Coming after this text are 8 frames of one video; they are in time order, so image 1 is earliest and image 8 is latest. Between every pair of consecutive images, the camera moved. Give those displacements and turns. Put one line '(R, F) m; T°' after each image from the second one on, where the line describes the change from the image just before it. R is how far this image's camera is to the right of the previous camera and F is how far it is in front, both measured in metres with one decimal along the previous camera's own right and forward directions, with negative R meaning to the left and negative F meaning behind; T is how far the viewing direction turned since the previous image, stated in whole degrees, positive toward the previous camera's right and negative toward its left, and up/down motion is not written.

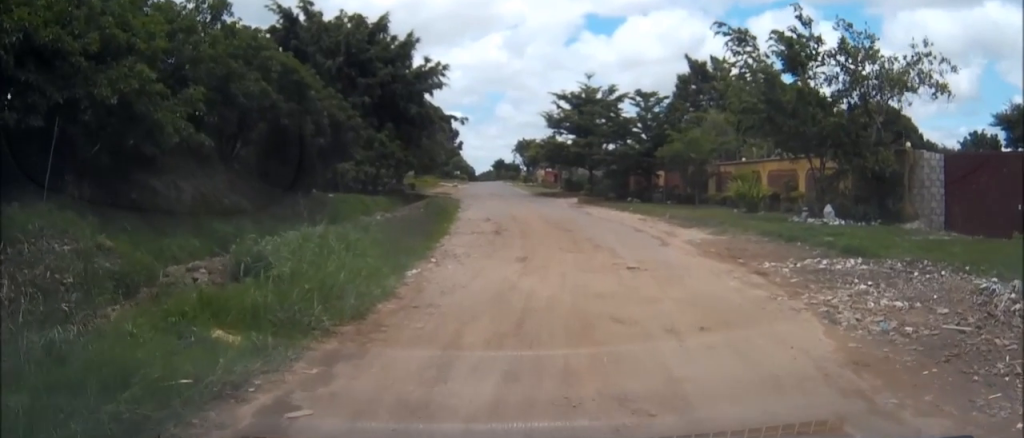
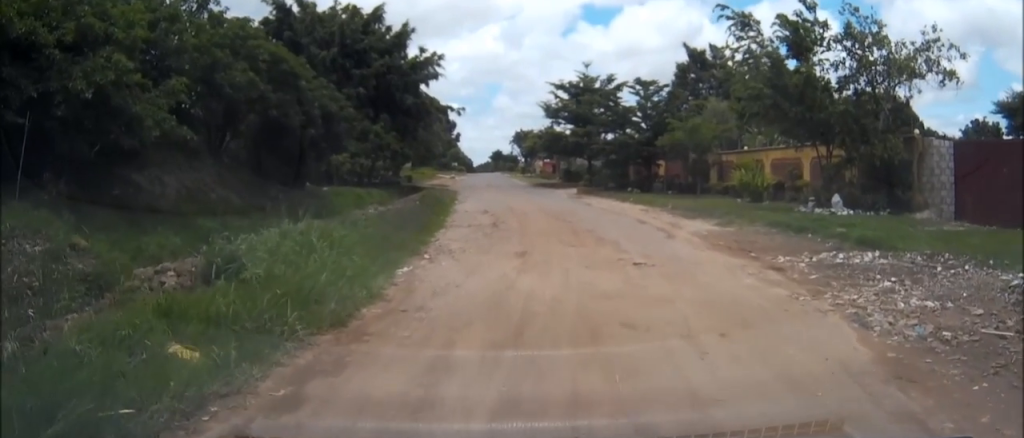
(0.0, +0.8) m; -1°
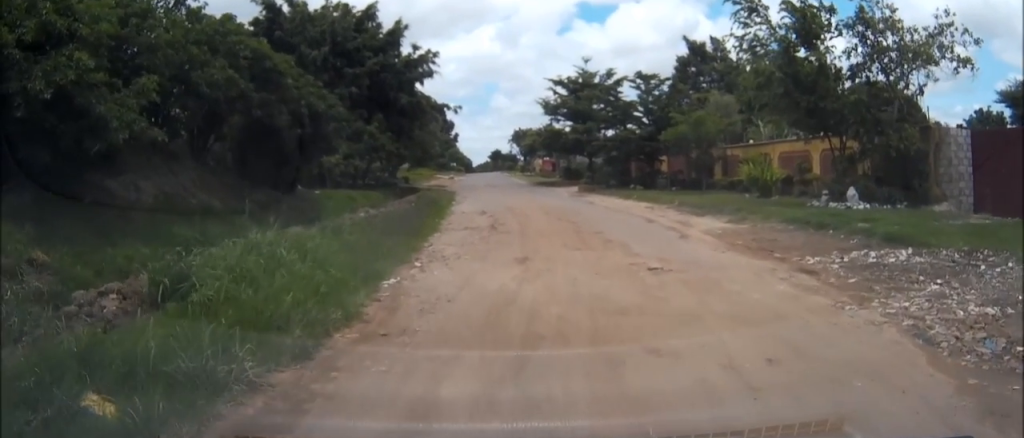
(0.0, +1.1) m; -2°
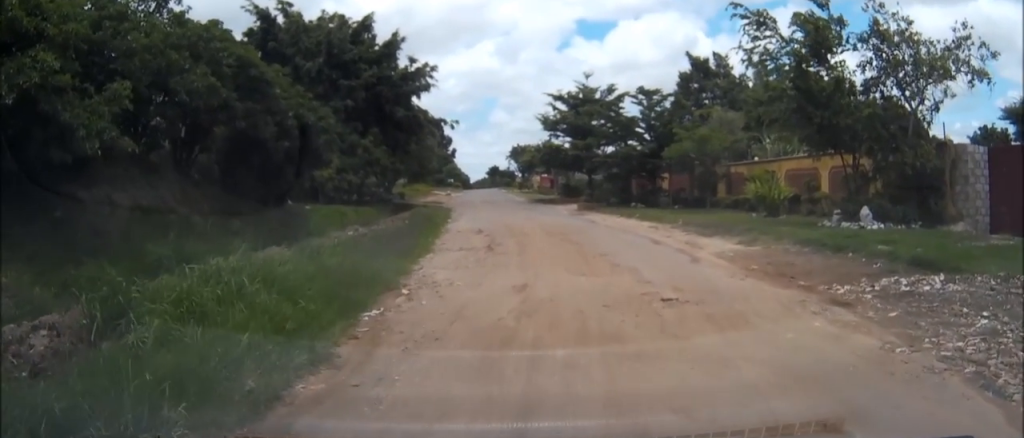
(0.0, +1.1) m; +1°
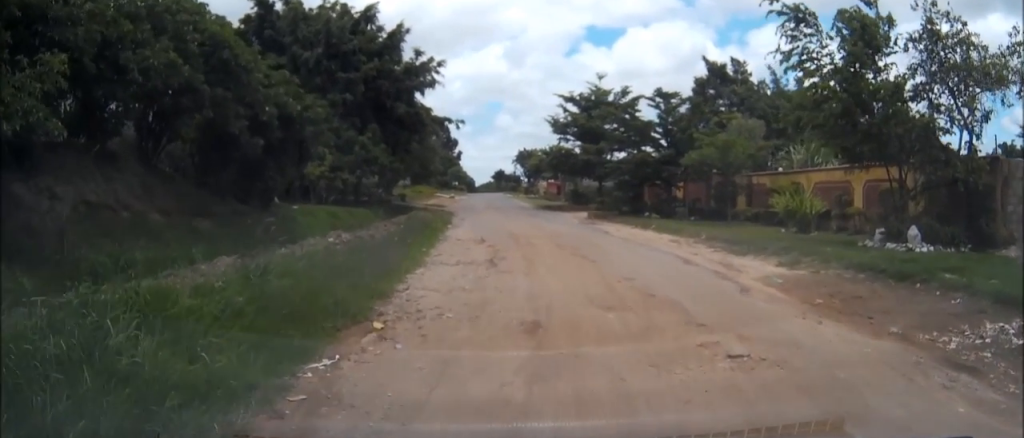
(+0.1, +2.5) m; +4°
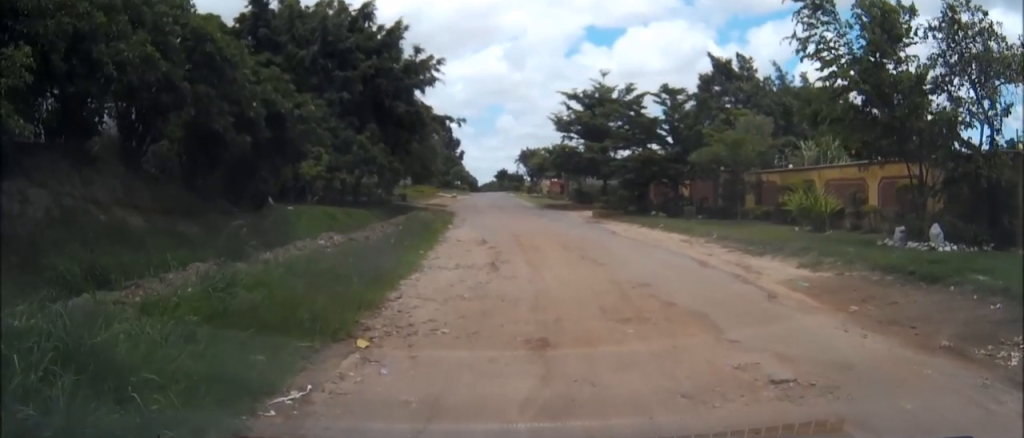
(0.0, +1.0) m; +2°
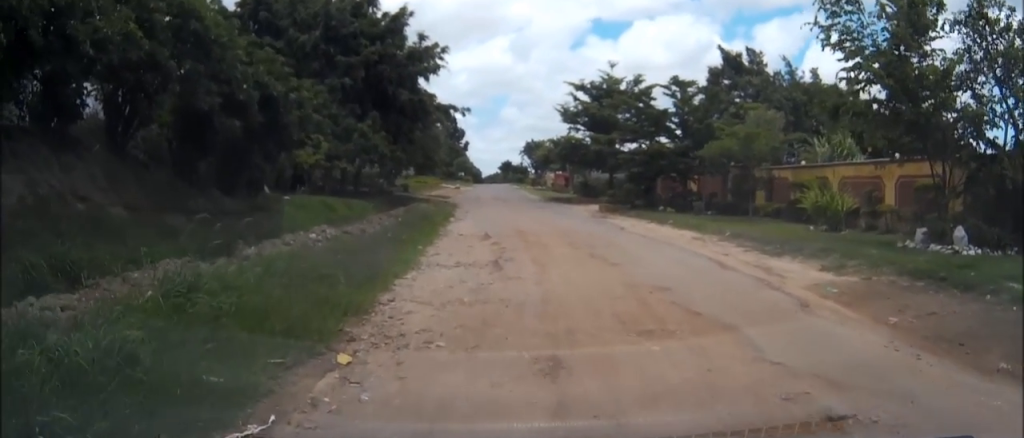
(0.0, +0.9) m; +1°
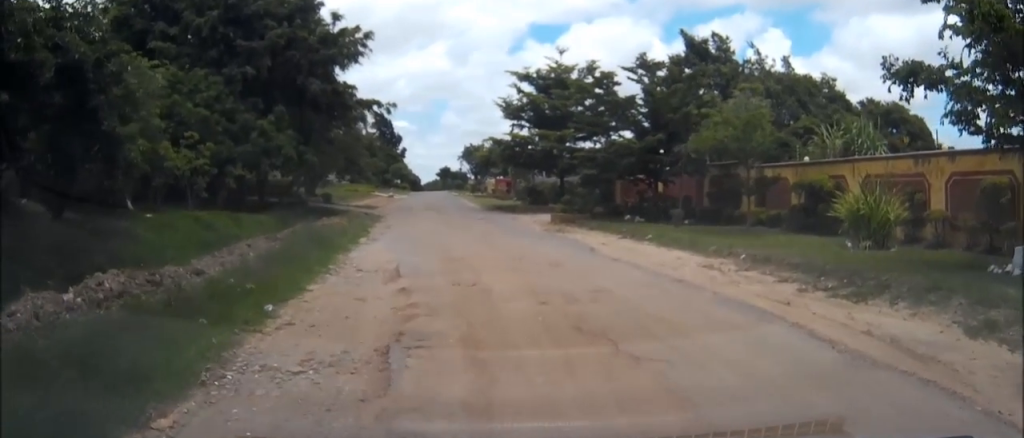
(+0.1, +6.3) m; +4°
